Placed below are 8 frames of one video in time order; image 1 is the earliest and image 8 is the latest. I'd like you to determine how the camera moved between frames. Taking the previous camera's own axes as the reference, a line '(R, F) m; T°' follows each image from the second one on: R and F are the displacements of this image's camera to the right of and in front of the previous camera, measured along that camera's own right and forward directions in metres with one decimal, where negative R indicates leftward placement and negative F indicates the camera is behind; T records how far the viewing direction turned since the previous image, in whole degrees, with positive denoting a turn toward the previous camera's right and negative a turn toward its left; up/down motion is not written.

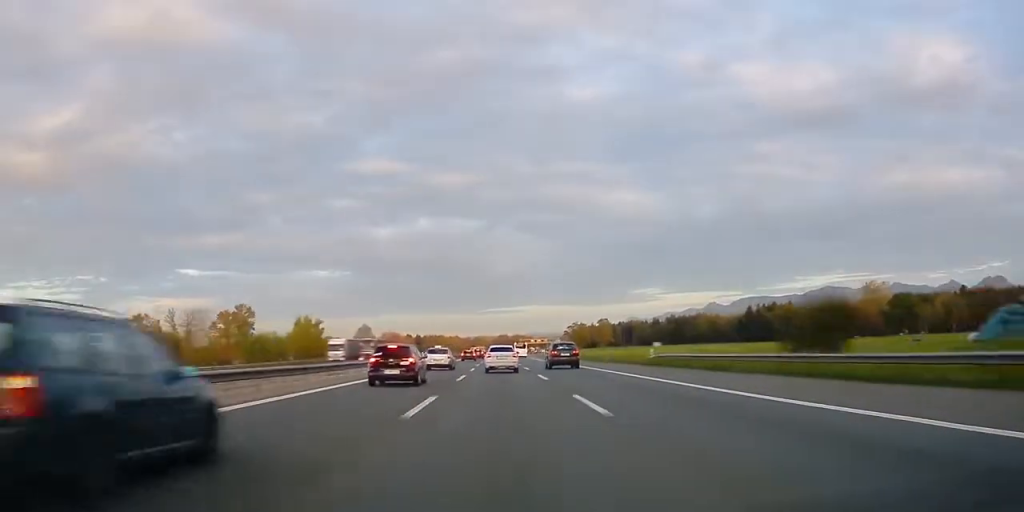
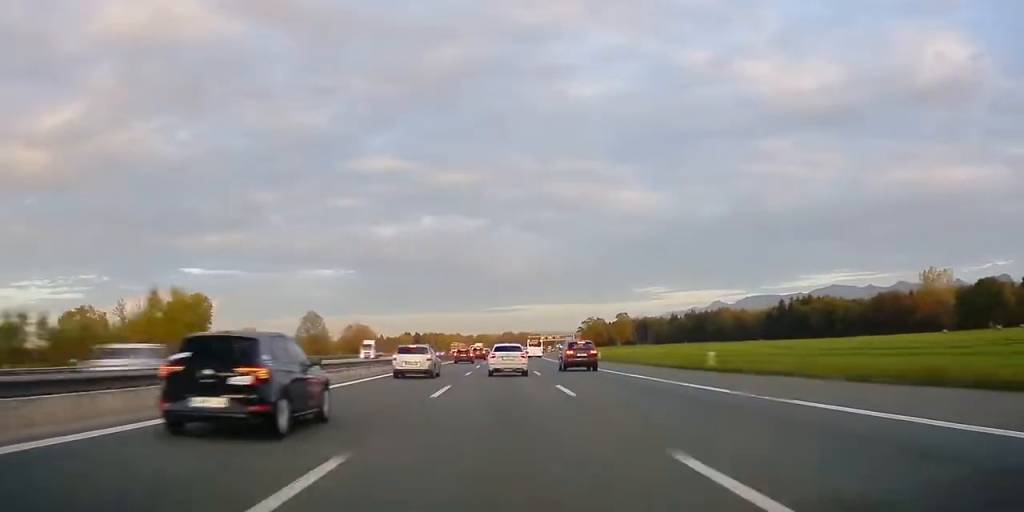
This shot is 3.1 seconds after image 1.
(0.0, +59.6) m; 0°
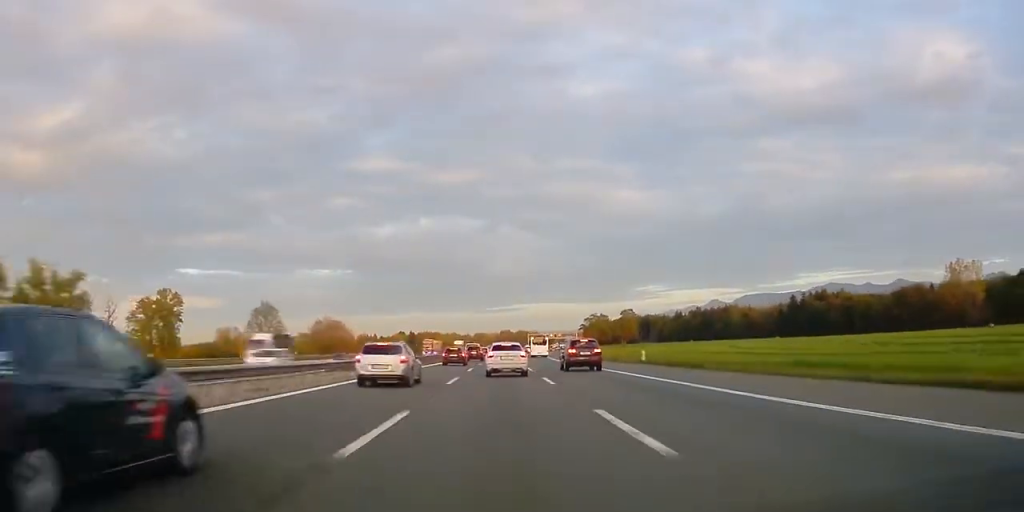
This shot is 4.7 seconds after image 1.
(-0.1, +27.2) m; 0°
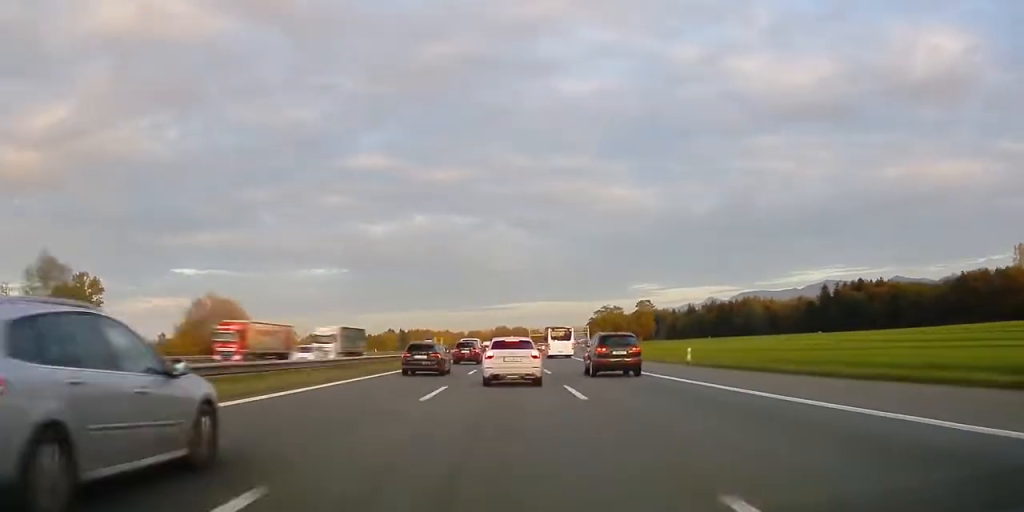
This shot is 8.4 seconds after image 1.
(+0.3, +57.1) m; +1°
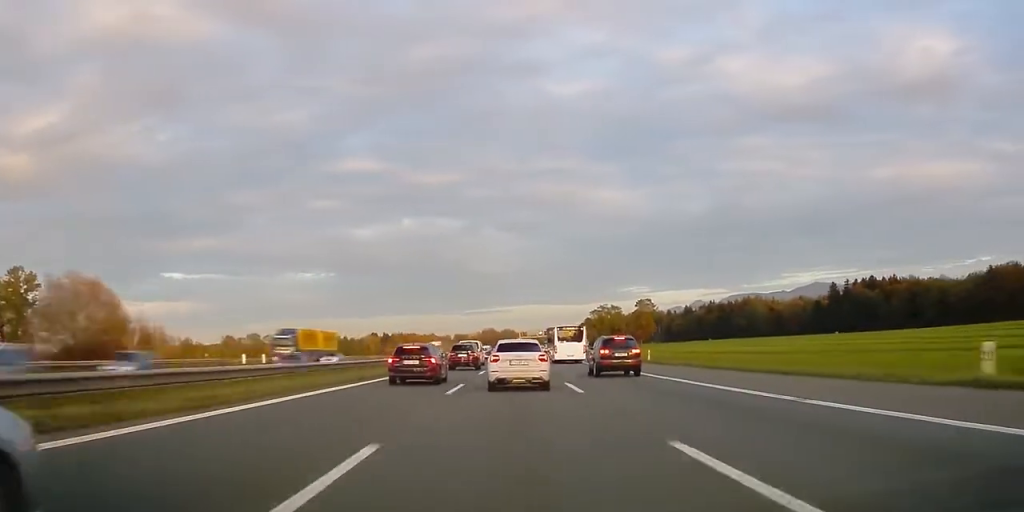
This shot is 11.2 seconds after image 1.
(+0.1, +35.7) m; +1°
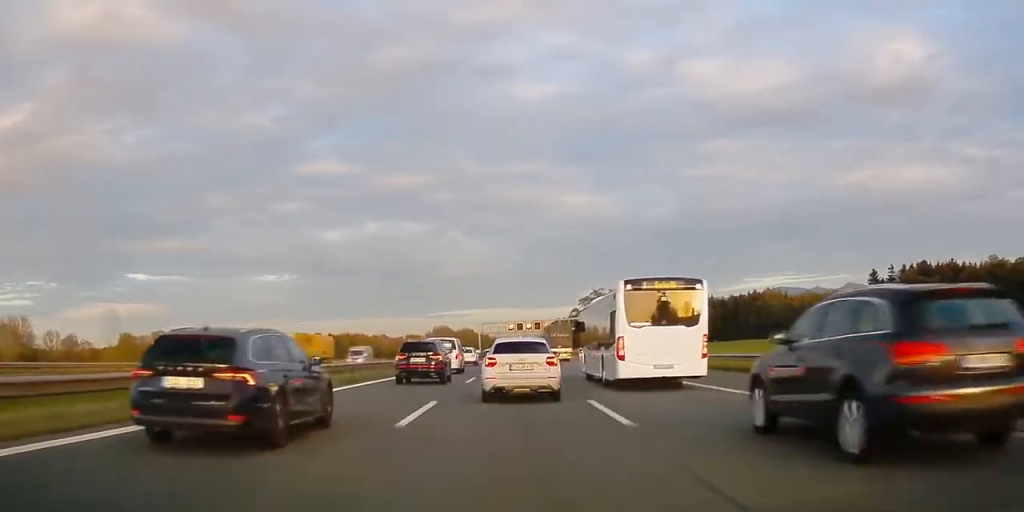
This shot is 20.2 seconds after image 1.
(+2.3, +102.7) m; +2°
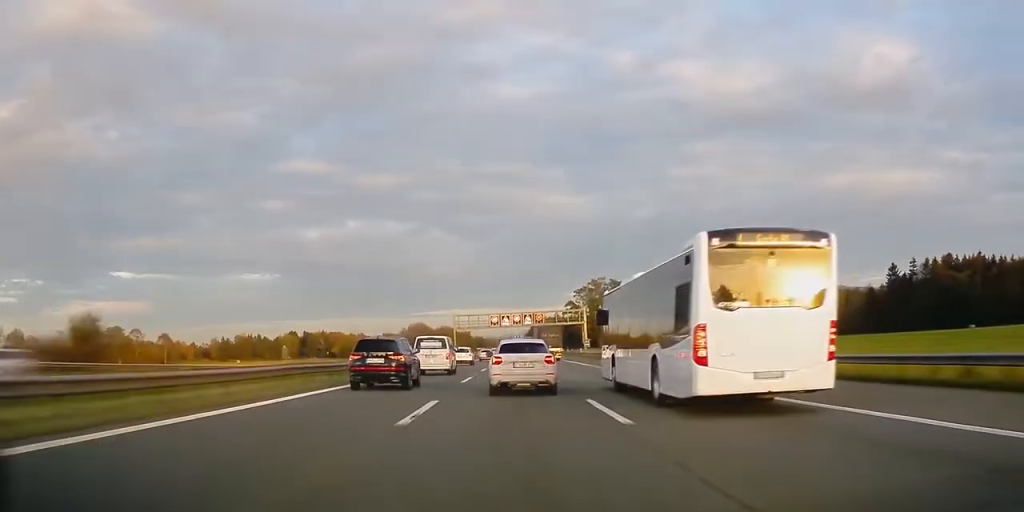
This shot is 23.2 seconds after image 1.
(+0.4, +36.0) m; +1°
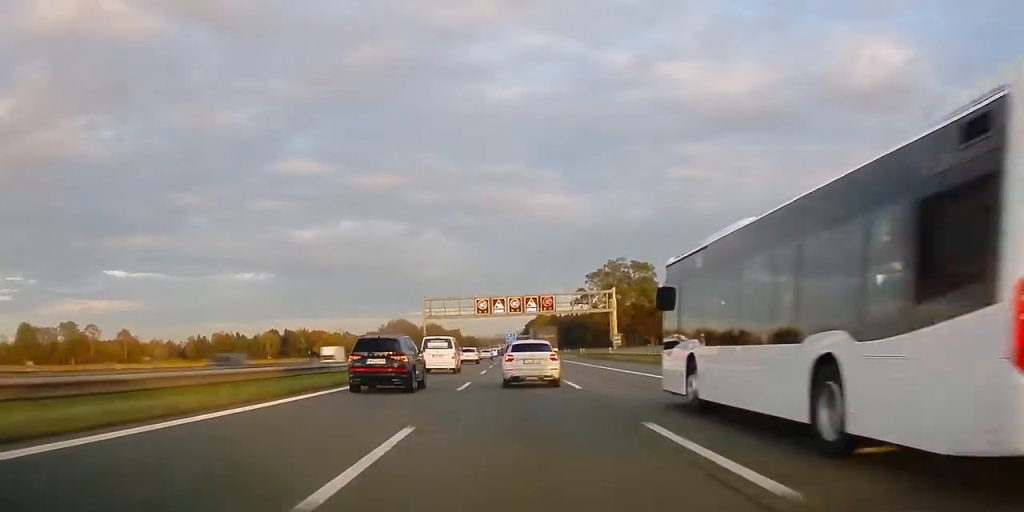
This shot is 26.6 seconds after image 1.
(+0.2, +43.0) m; 0°
